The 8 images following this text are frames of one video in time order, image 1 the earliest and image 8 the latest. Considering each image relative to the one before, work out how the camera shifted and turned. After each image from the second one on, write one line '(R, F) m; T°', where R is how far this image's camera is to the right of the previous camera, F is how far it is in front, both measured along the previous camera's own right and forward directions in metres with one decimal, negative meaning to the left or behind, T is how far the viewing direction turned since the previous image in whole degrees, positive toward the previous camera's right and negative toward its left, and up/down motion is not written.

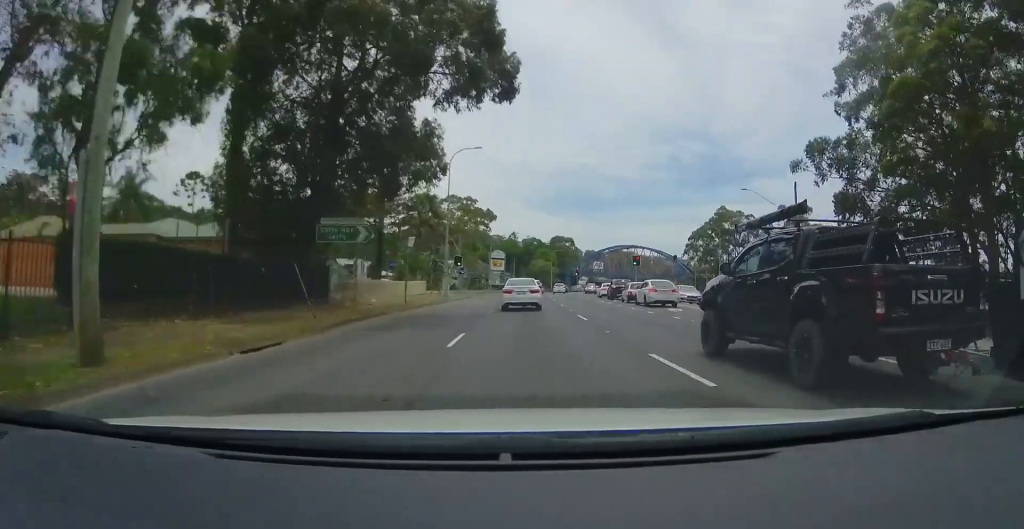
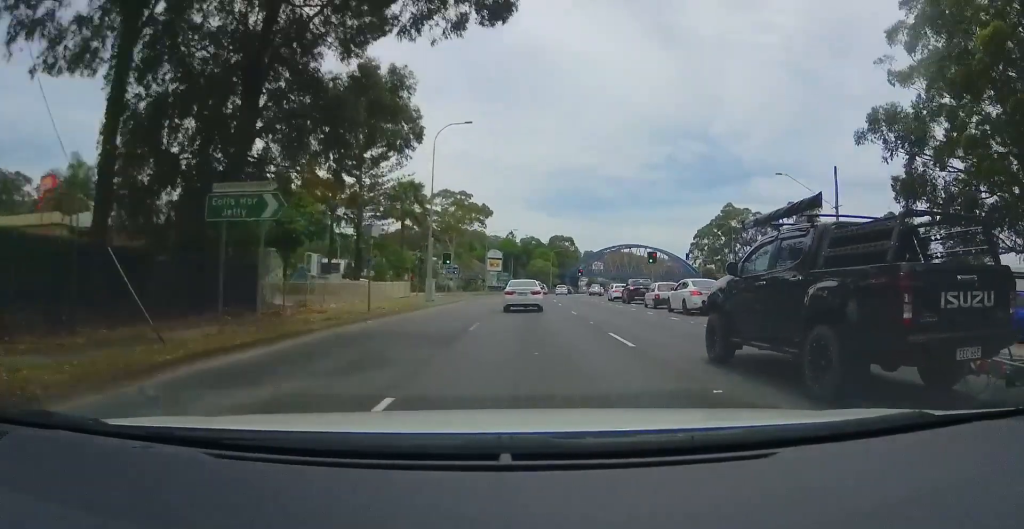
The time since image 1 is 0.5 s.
(0.0, +7.7) m; +2°
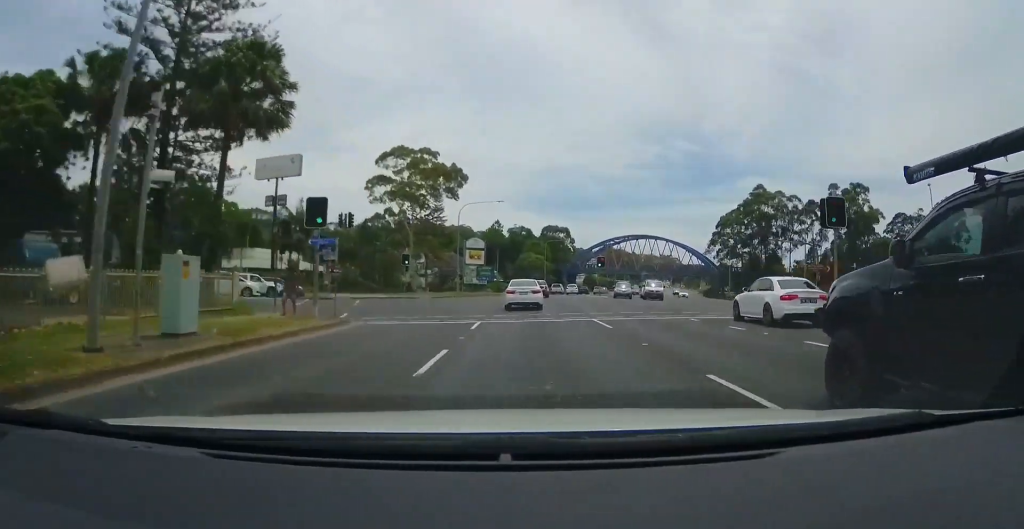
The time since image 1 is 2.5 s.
(+1.9, +30.0) m; +6°
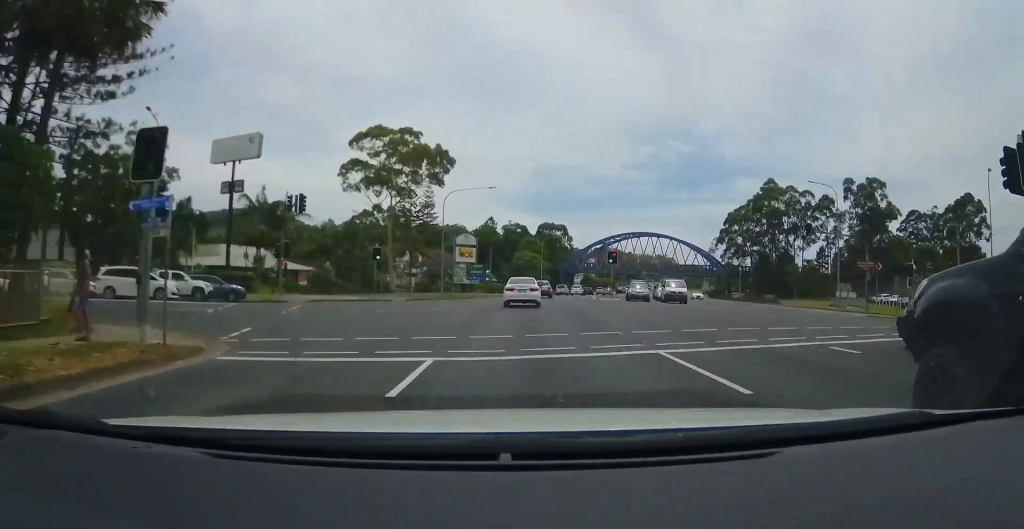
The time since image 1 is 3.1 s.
(+0.2, +9.3) m; +1°
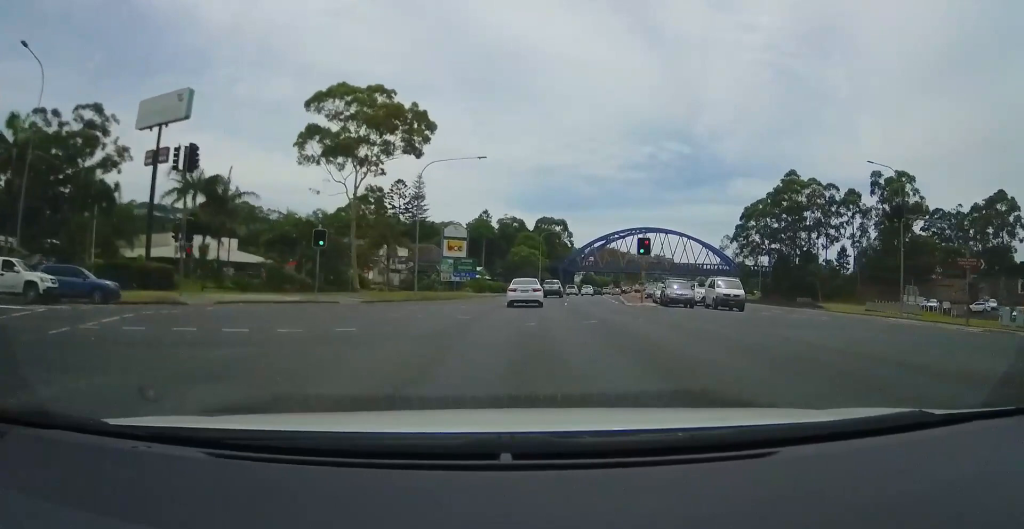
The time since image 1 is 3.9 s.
(+0.1, +12.5) m; 0°
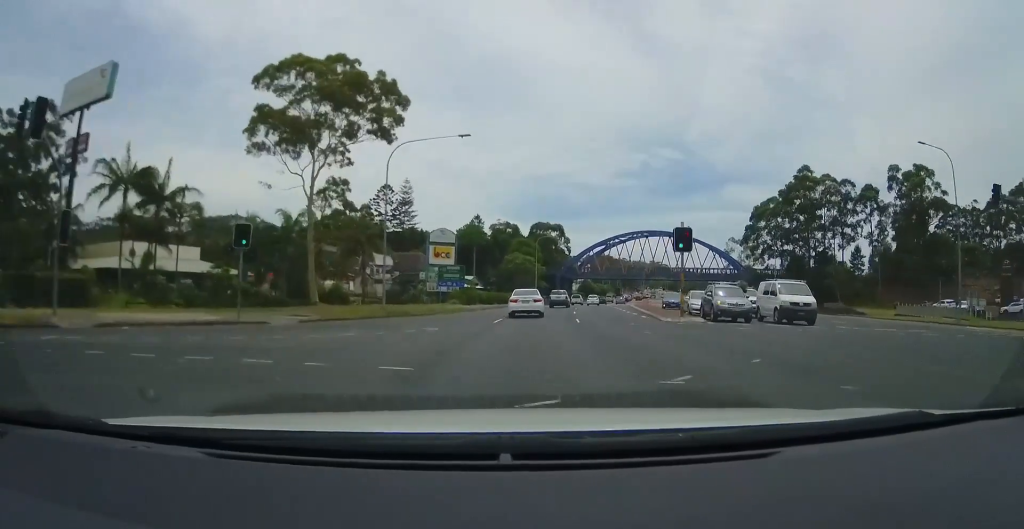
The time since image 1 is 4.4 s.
(0.0, +8.9) m; 0°
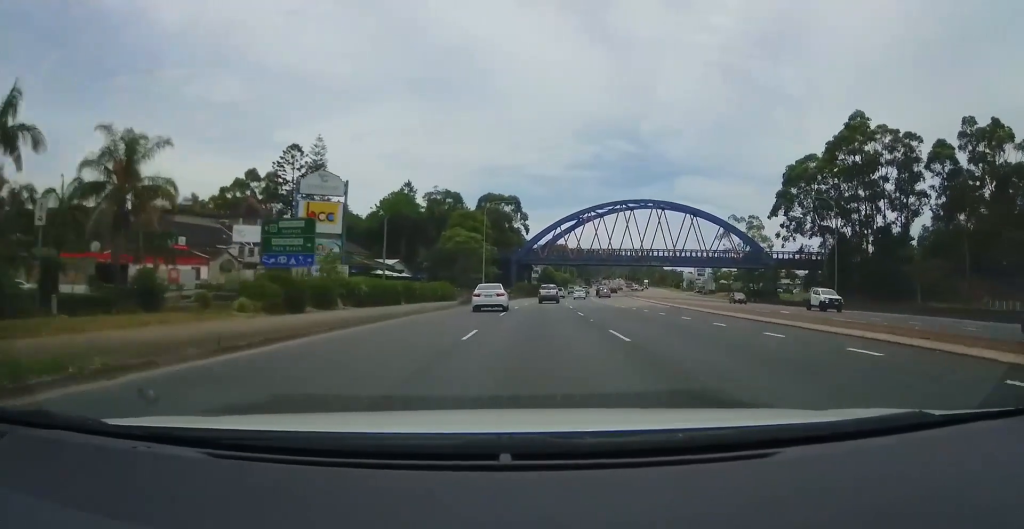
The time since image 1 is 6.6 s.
(+0.8, +34.8) m; +3°
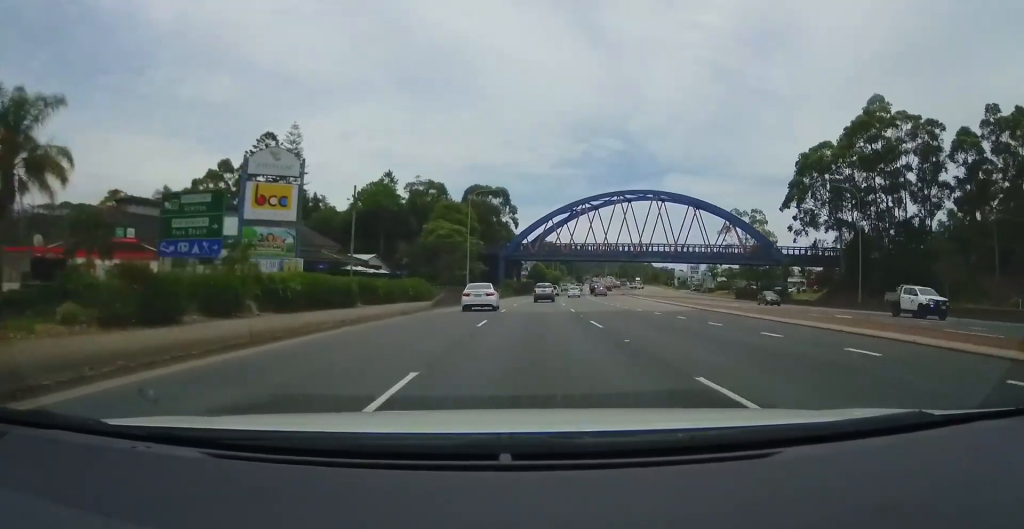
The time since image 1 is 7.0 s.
(-0.2, +7.3) m; 0°
